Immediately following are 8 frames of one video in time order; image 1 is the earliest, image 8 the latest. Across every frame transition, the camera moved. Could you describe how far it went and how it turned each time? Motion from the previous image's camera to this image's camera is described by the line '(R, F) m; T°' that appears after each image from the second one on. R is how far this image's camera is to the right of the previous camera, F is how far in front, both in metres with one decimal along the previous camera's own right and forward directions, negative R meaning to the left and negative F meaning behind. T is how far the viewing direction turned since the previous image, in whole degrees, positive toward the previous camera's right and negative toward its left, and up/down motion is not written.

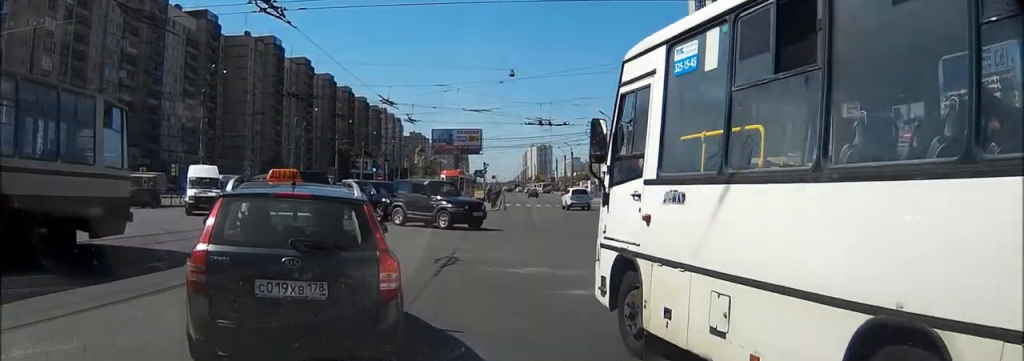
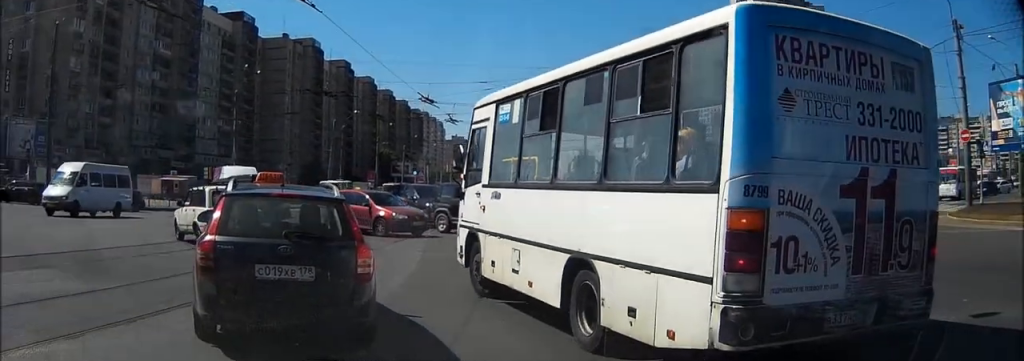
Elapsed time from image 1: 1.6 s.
(-0.7, +2.8) m; -17°
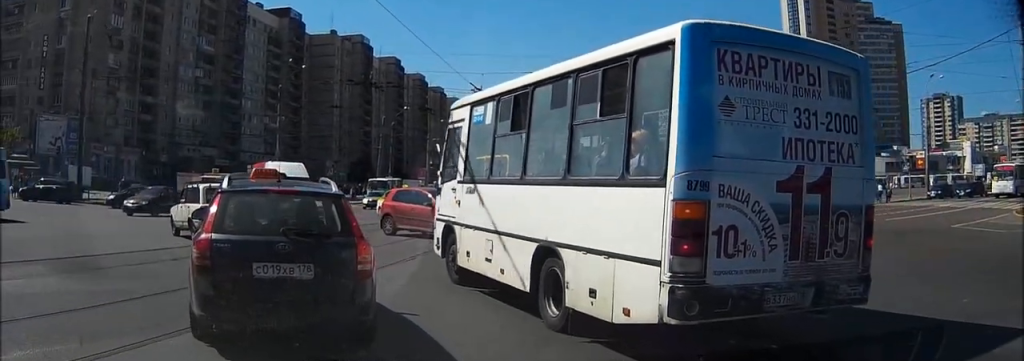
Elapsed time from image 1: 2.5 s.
(-0.1, +2.0) m; -3°
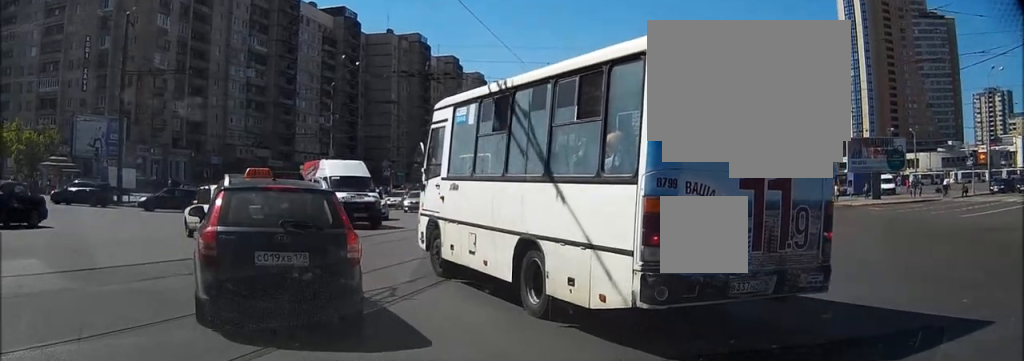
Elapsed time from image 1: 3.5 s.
(0.0, +2.3) m; -4°
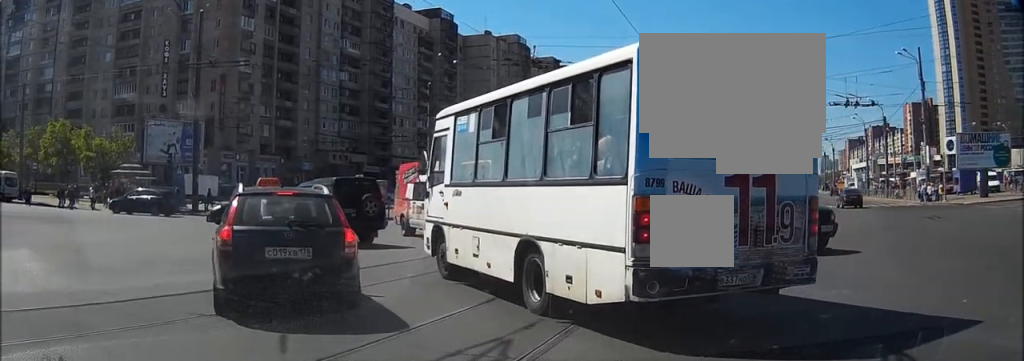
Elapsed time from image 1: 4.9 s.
(-0.2, +3.4) m; -9°
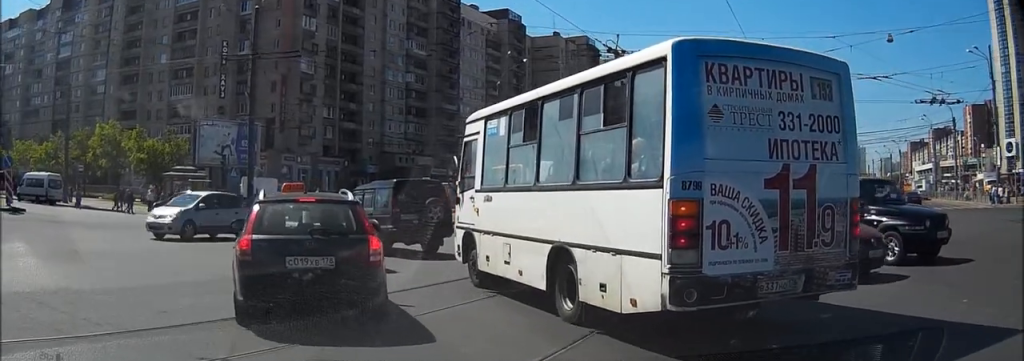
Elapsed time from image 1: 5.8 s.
(-0.1, +2.0) m; -4°
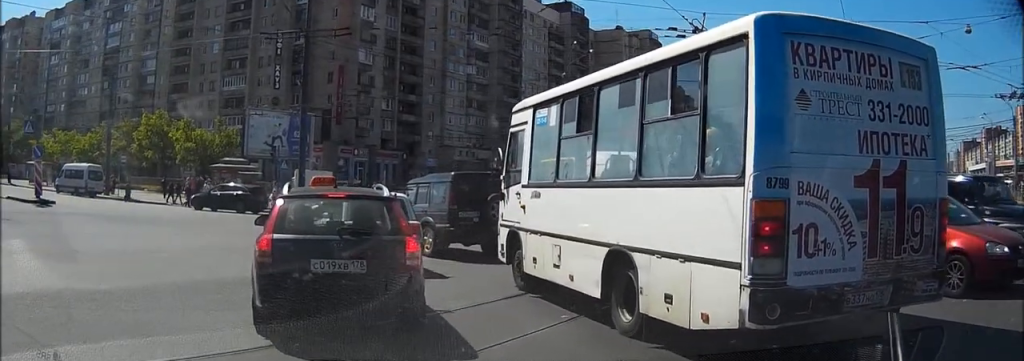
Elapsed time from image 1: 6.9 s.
(-0.1, +1.9) m; 0°
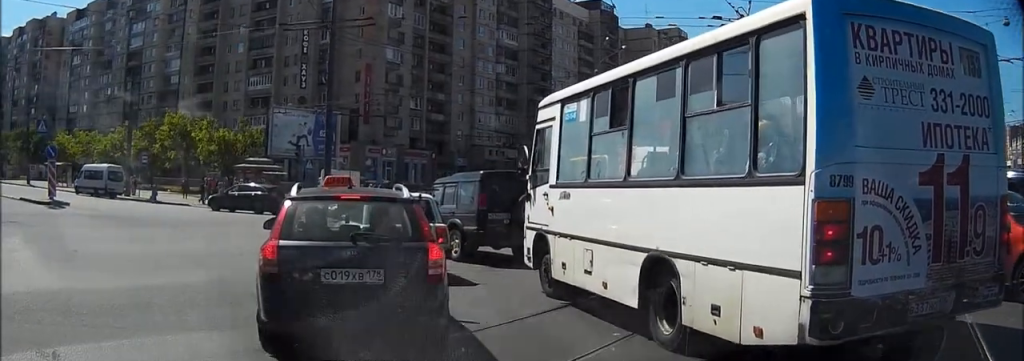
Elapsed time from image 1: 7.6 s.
(+0.1, +0.9) m; 0°
